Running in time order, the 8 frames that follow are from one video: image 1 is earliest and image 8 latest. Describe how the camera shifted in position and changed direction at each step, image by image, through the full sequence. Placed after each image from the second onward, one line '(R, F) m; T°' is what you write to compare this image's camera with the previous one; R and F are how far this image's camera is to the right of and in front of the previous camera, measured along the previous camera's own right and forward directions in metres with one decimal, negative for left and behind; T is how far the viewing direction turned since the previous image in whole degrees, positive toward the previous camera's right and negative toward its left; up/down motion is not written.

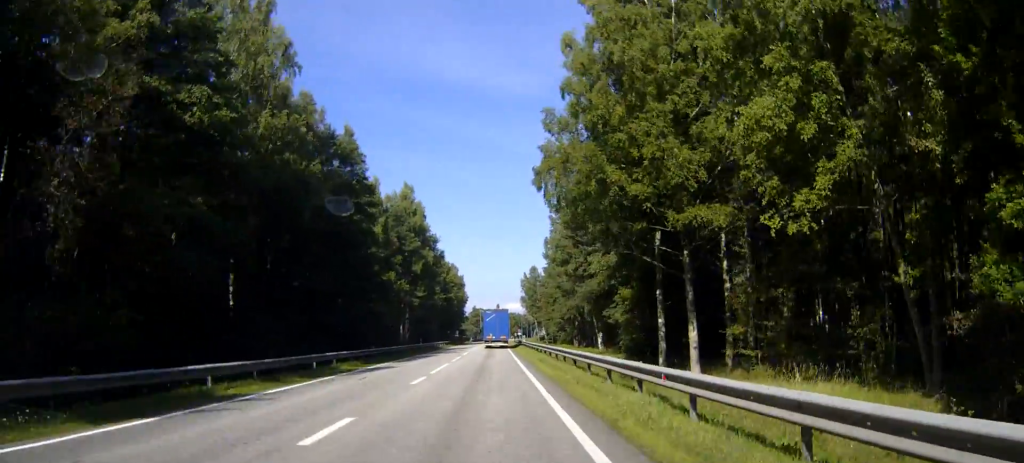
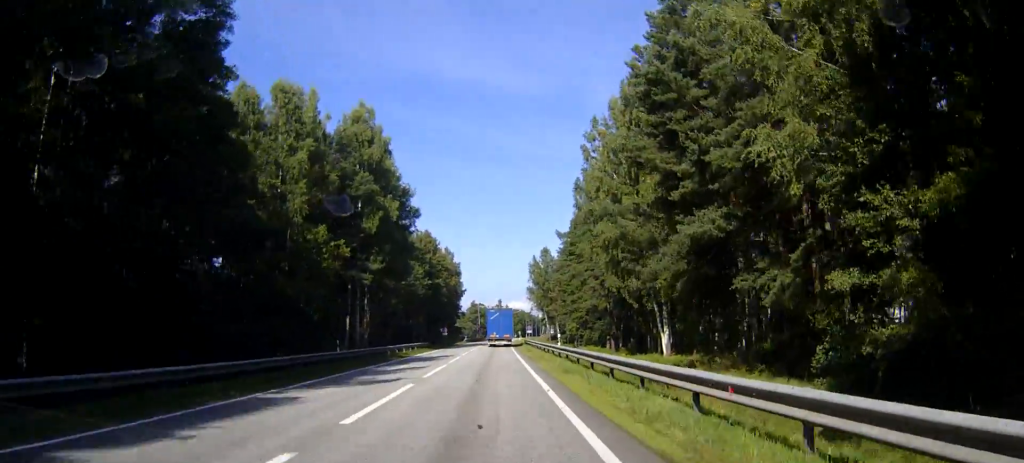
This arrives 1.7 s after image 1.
(0.0, +39.8) m; 0°
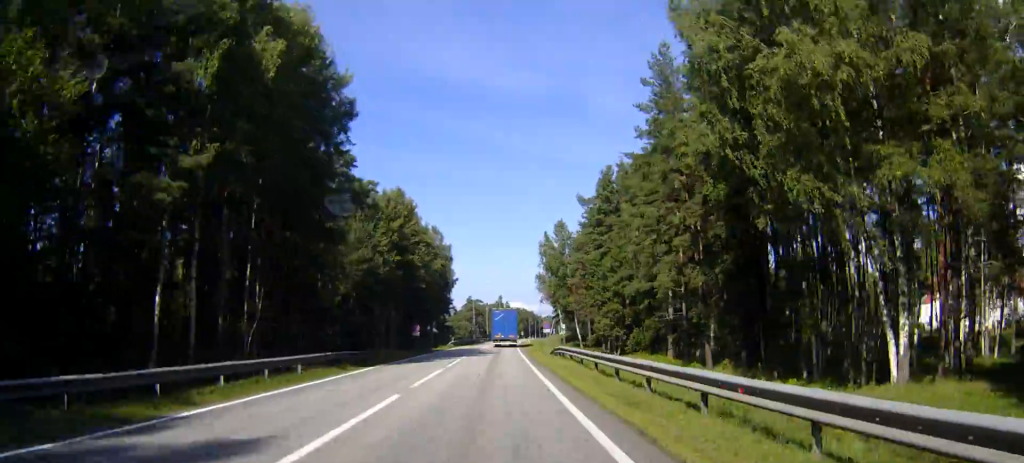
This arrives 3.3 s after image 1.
(0.0, +39.6) m; 0°
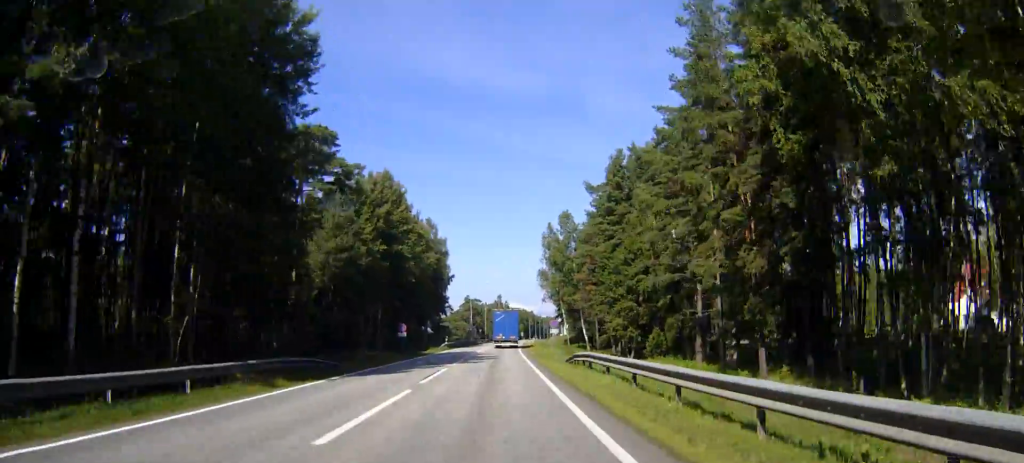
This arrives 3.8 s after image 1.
(0.0, +10.3) m; 0°
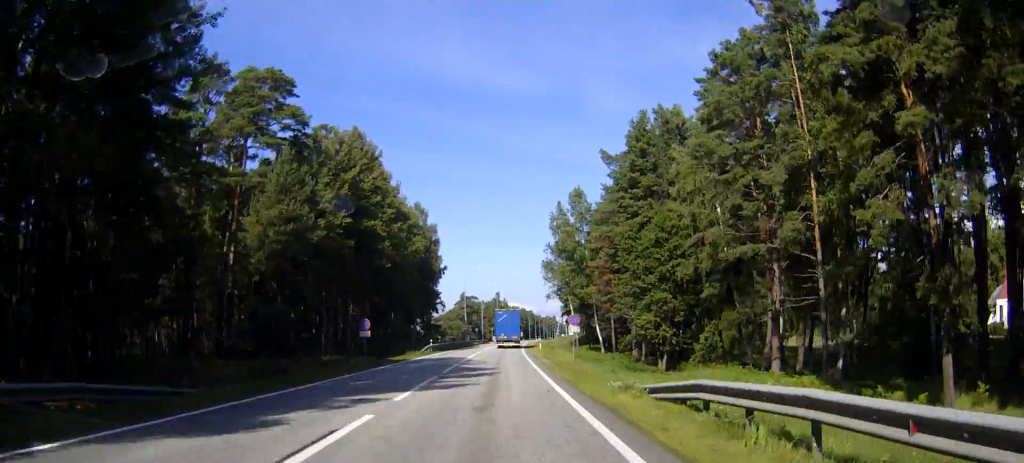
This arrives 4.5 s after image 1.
(0.0, +17.5) m; 0°
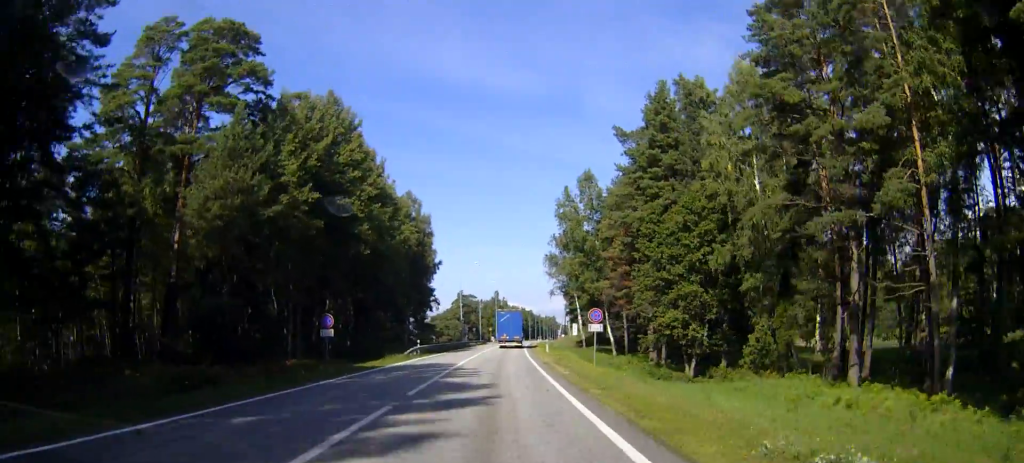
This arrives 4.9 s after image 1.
(0.0, +10.3) m; 0°
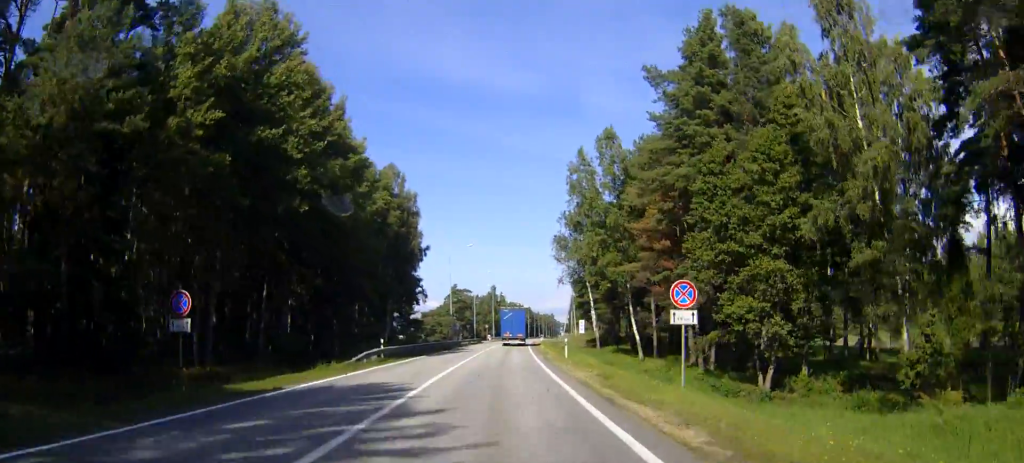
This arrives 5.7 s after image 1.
(0.0, +17.4) m; 0°
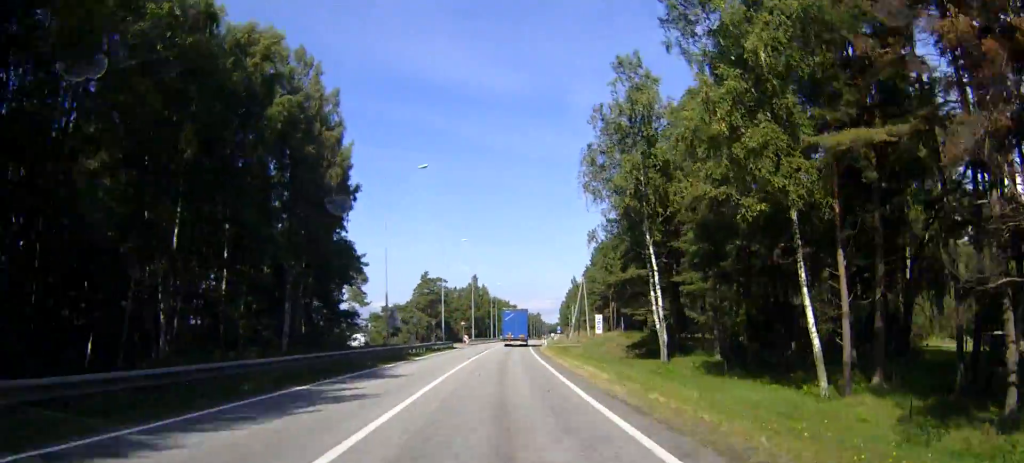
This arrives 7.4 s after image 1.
(+0.5, +41.8) m; +2°
